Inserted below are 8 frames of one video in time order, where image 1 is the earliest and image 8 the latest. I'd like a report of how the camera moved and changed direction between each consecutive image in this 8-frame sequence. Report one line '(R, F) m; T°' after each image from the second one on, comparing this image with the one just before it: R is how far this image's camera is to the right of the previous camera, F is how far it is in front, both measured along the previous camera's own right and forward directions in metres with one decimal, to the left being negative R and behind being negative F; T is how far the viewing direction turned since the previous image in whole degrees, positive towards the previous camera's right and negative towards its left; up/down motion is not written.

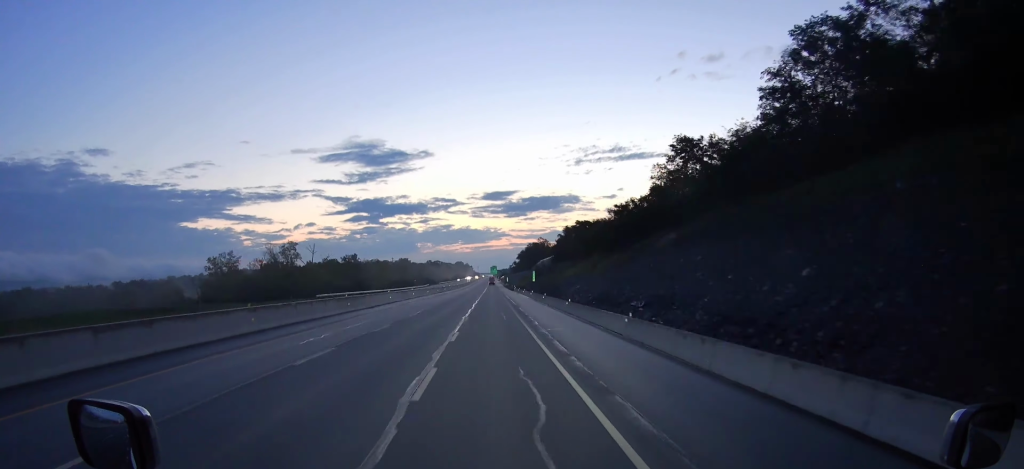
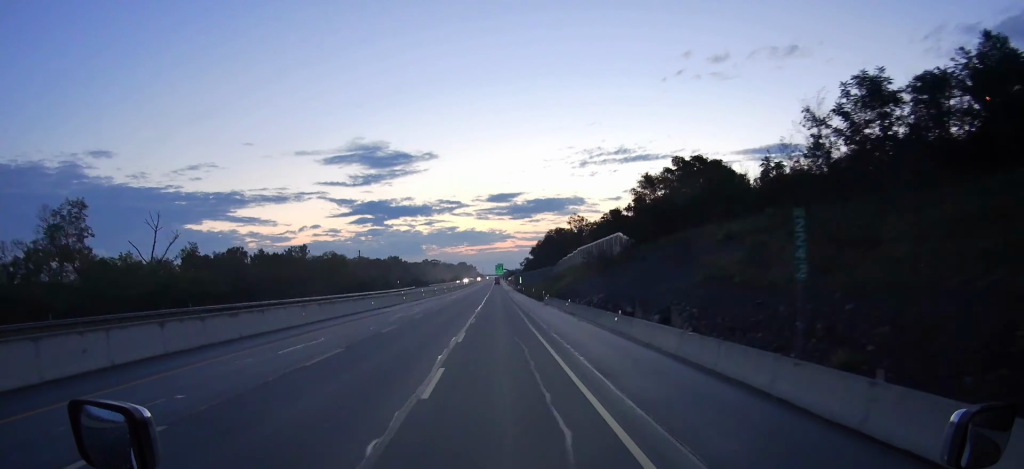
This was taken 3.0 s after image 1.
(+0.1, +84.4) m; 0°
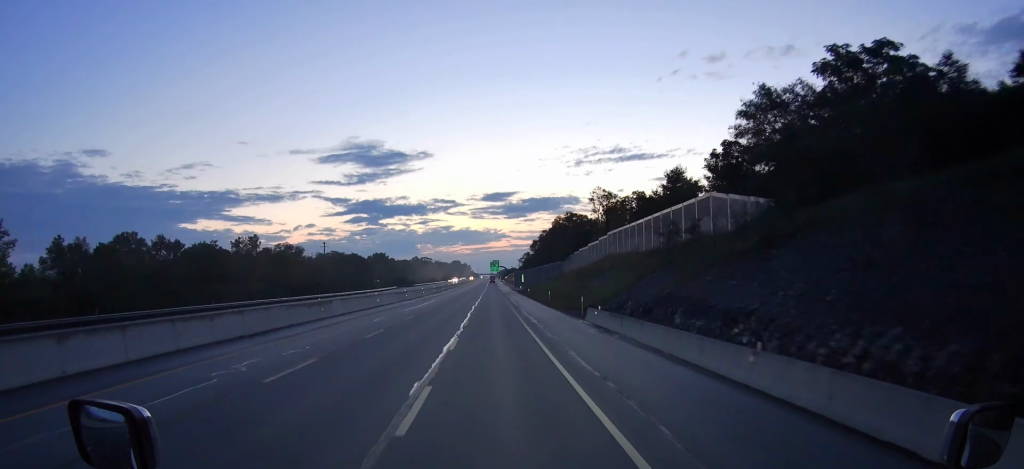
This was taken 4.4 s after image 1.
(-0.2, +39.4) m; 0°
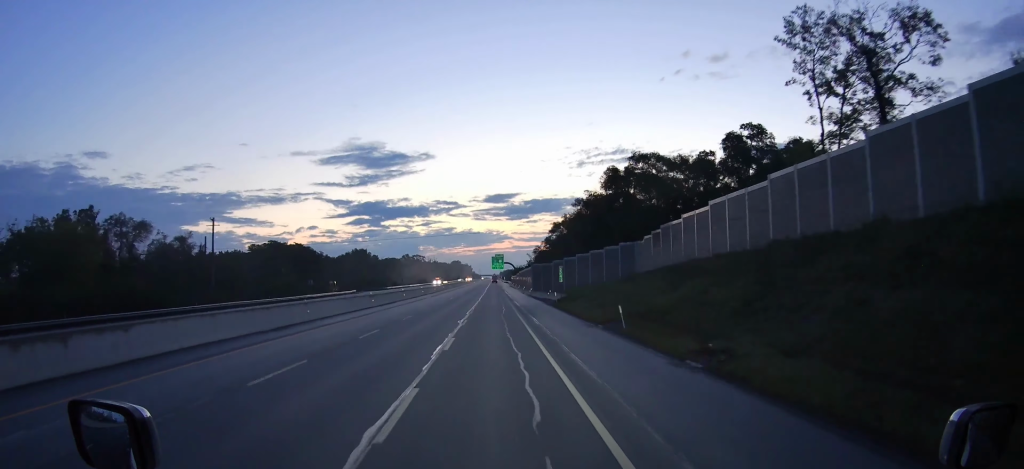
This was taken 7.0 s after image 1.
(0.0, +73.0) m; 0°
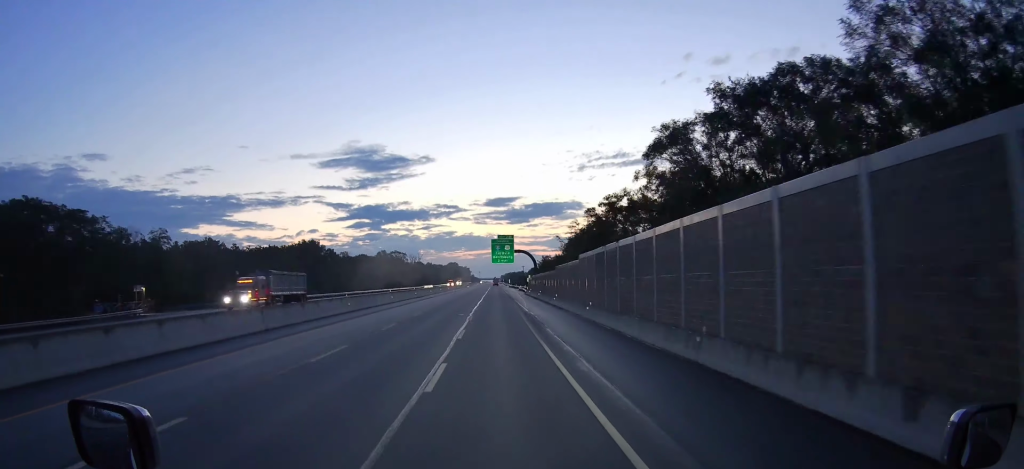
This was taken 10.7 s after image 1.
(+0.3, +104.0) m; 0°
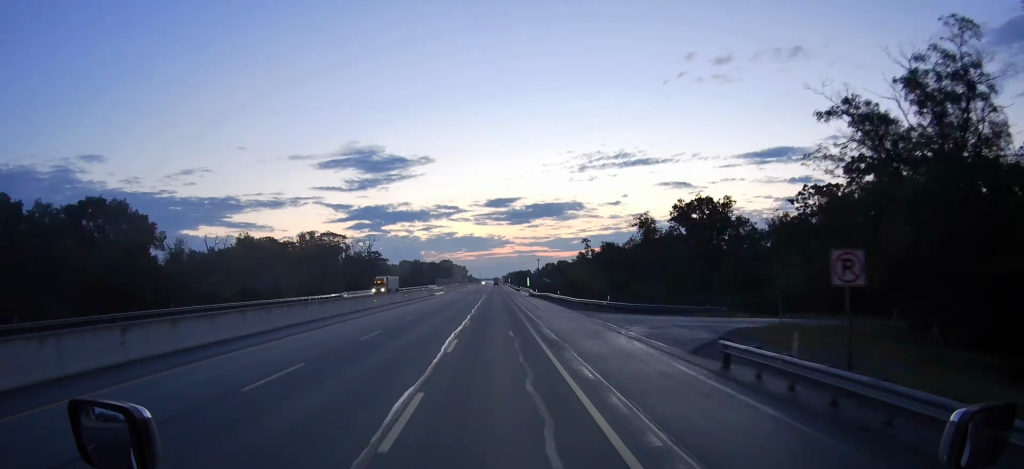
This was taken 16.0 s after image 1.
(+0.2, +148.7) m; 0°
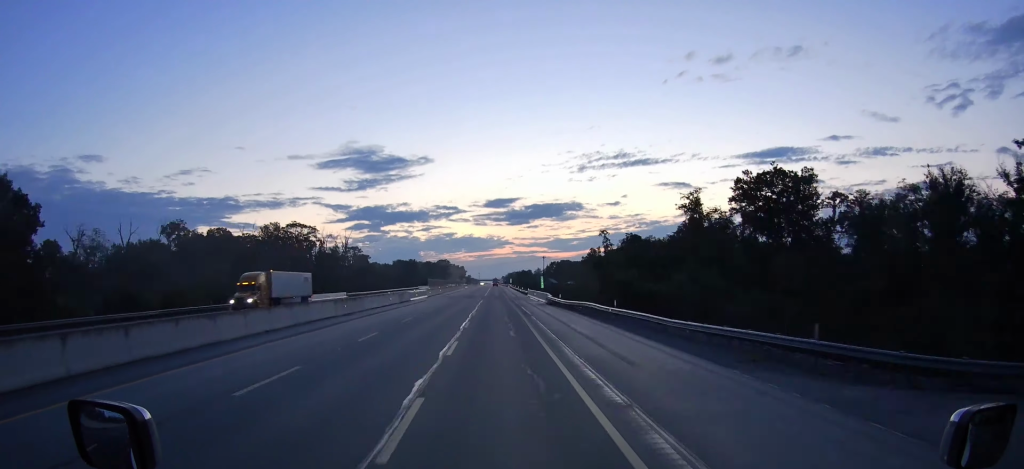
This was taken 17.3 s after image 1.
(-0.1, +36.4) m; 0°
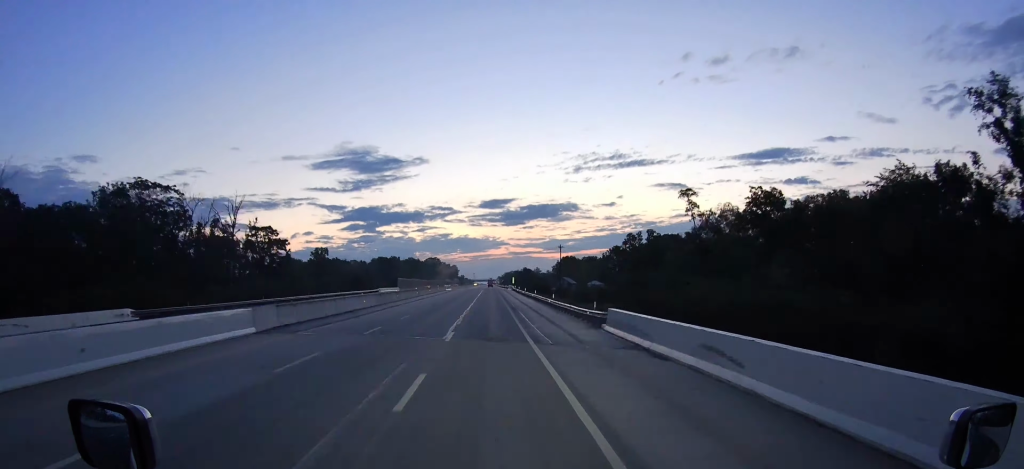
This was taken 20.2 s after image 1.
(+0.3, +81.2) m; 0°
